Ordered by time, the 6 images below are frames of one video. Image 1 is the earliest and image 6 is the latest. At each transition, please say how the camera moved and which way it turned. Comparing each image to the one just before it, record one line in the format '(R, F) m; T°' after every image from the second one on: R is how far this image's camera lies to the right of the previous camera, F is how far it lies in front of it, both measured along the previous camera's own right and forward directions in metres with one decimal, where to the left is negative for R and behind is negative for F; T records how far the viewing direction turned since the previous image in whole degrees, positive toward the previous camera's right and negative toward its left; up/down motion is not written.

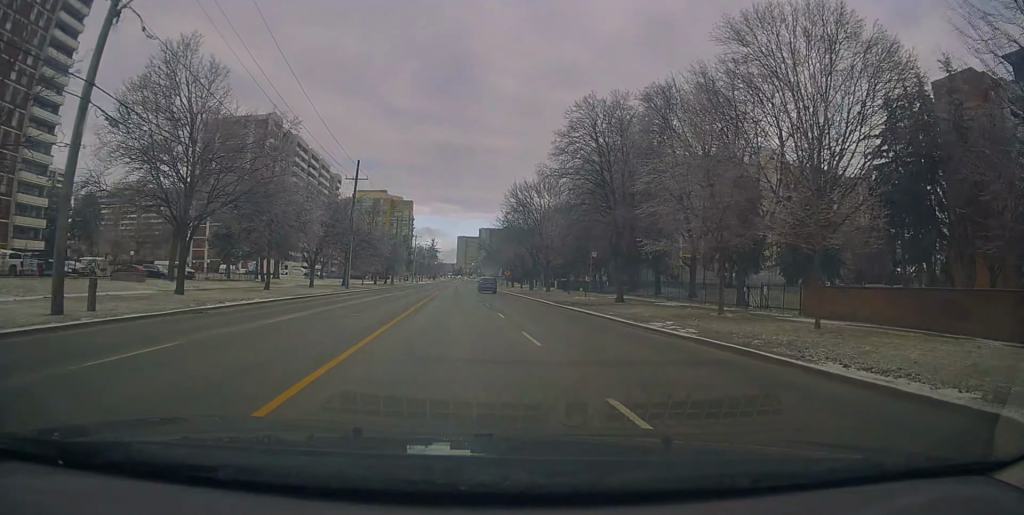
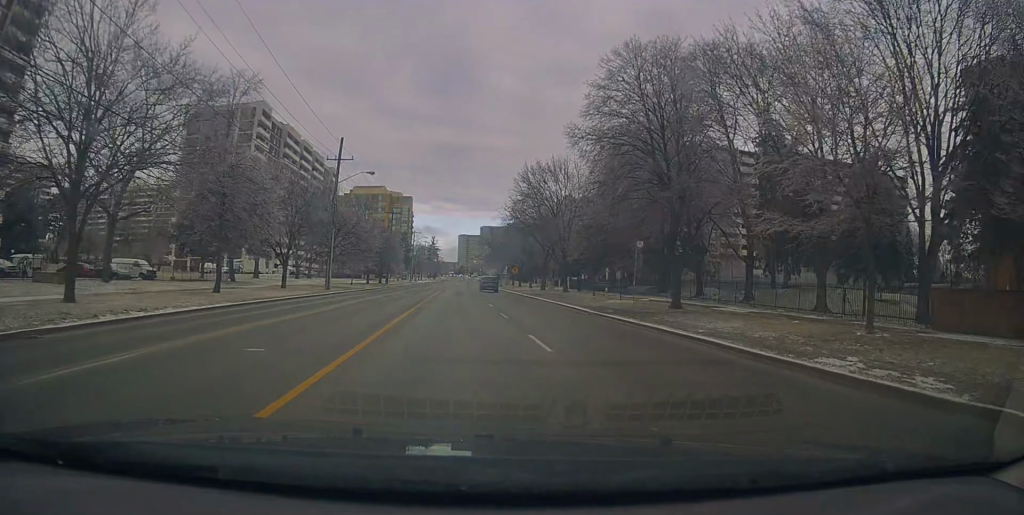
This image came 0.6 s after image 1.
(+0.1, +9.1) m; 0°
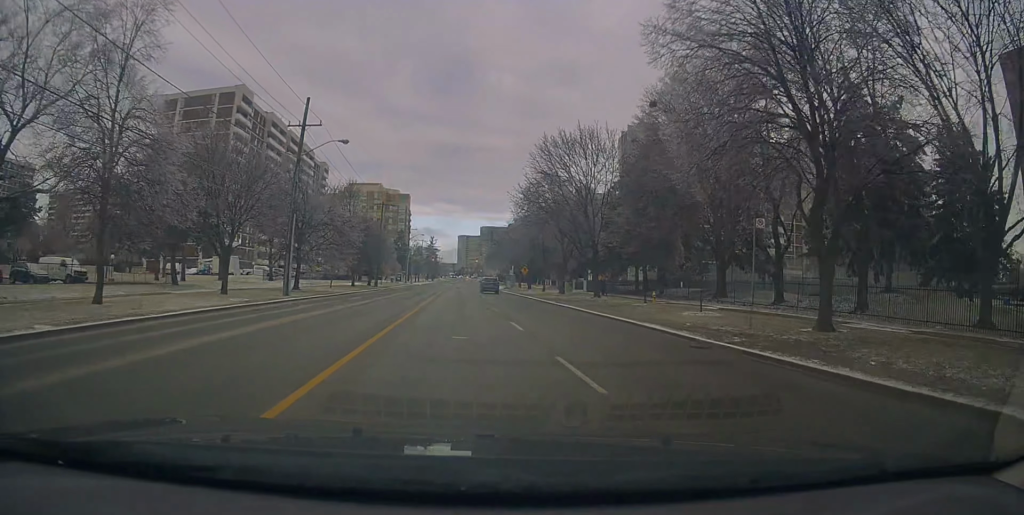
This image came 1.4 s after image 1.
(-0.1, +11.9) m; -1°
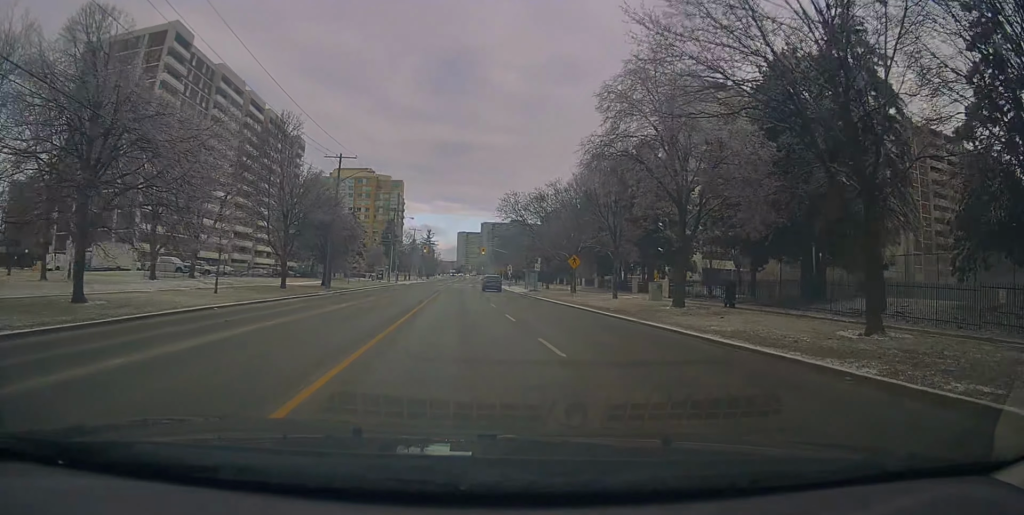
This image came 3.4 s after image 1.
(-0.1, +29.4) m; 0°
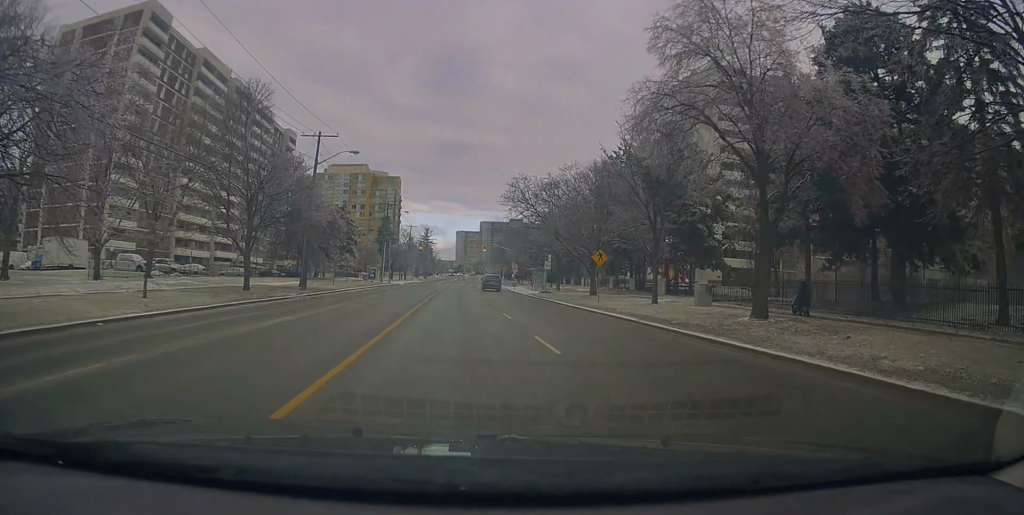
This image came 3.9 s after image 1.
(0.0, +7.6) m; 0°
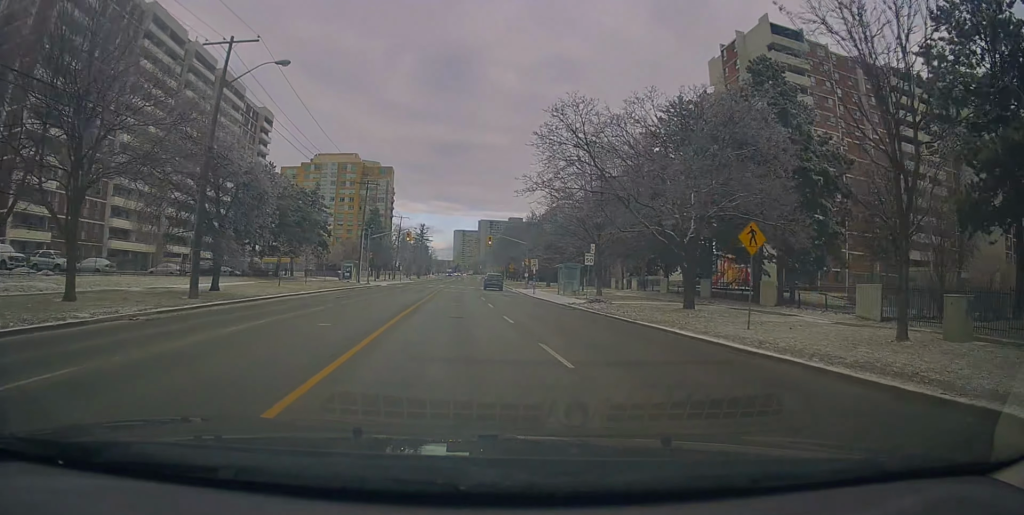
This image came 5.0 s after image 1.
(+0.1, +18.4) m; 0°
